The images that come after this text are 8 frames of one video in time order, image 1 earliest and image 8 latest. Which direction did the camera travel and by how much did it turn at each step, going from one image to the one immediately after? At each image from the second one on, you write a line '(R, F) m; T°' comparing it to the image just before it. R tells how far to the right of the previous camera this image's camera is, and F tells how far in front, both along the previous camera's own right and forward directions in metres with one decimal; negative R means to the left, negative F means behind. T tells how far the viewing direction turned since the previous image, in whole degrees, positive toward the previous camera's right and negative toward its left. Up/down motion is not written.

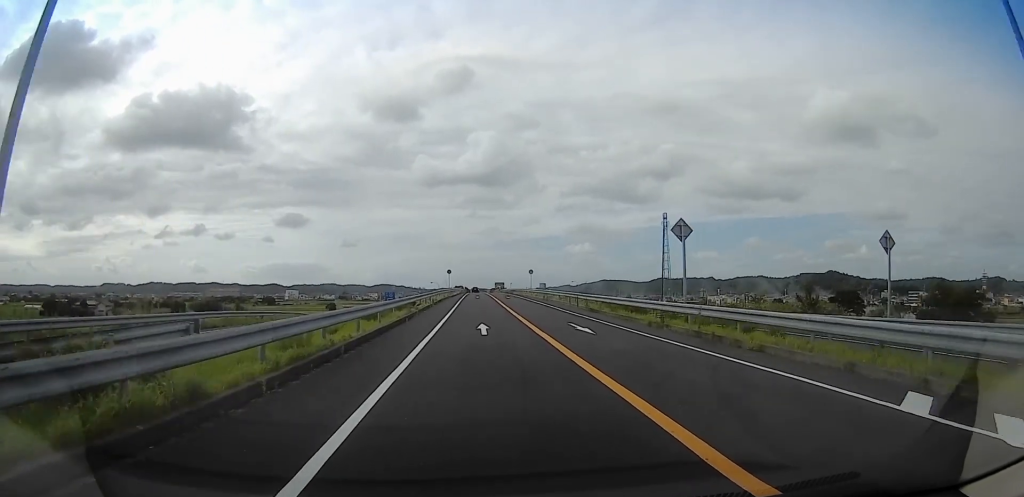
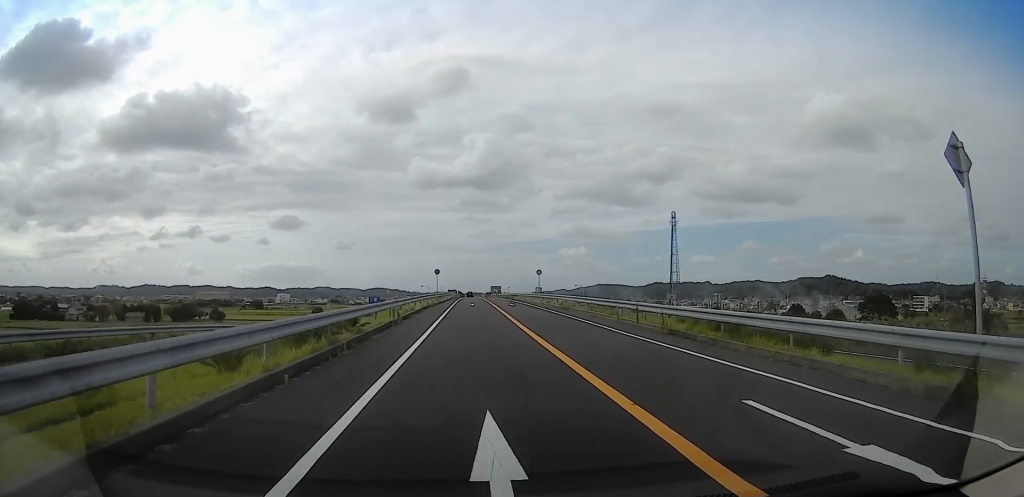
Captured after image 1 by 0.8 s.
(-0.7, +14.9) m; 0°
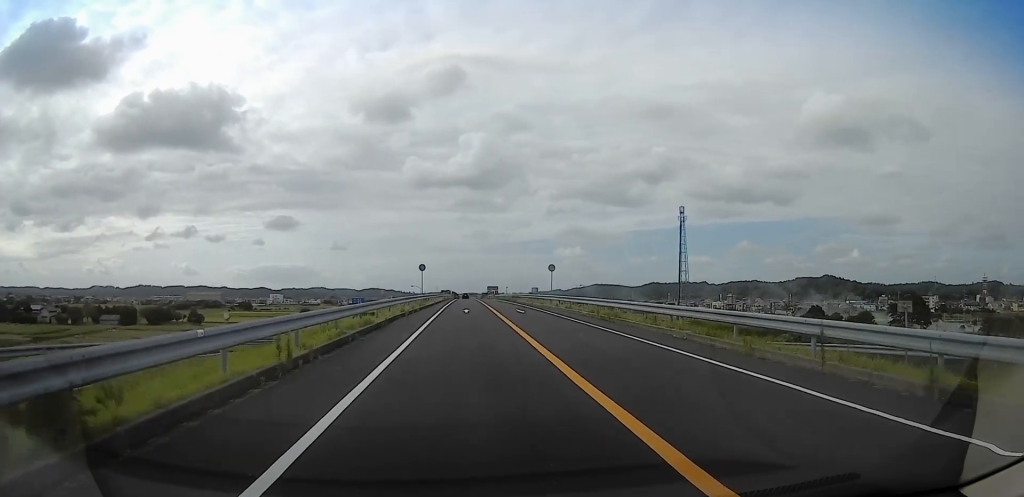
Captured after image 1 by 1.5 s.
(+0.1, +13.2) m; +1°
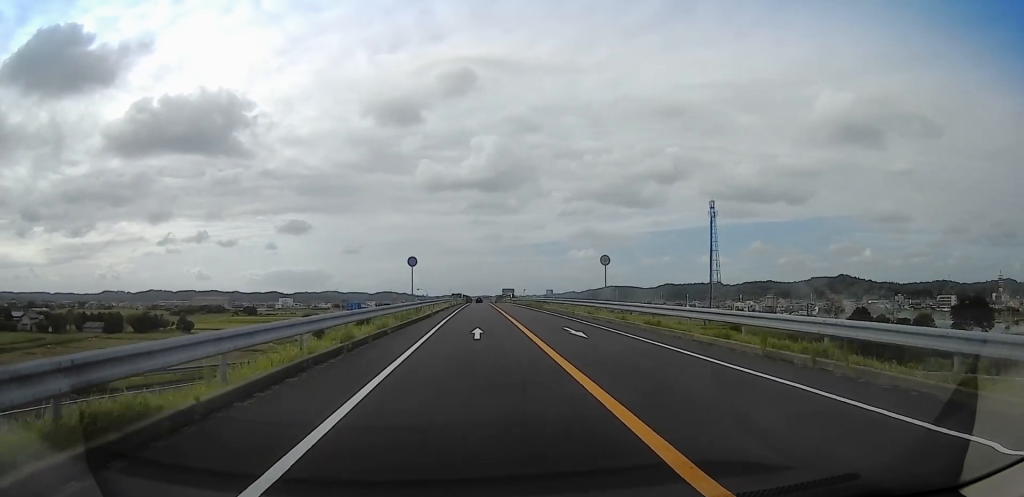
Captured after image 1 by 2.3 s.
(+0.5, +15.8) m; +2°
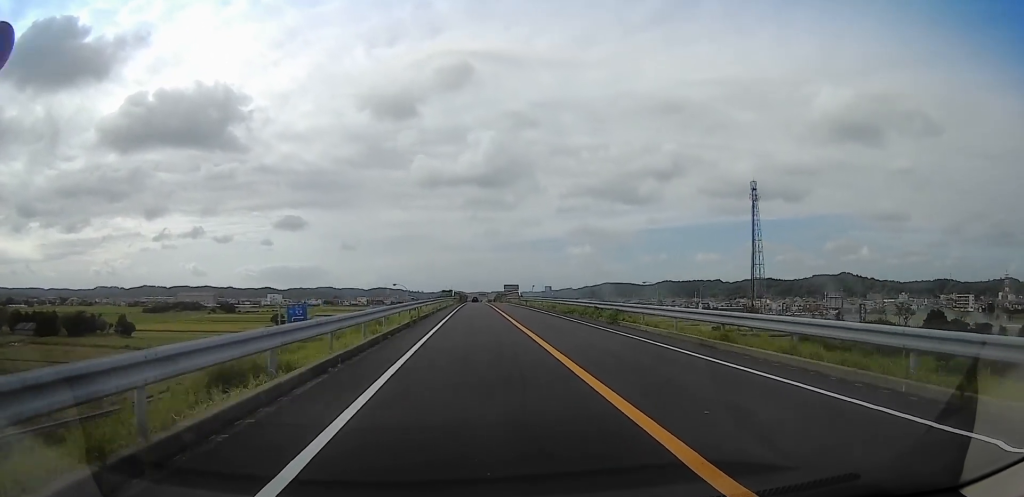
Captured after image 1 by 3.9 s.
(0.0, +30.0) m; -2°
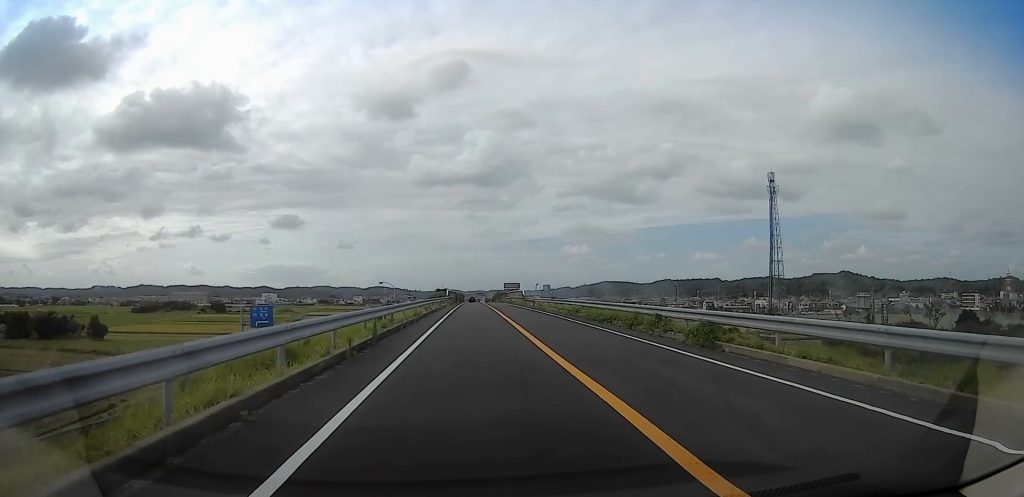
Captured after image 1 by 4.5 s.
(-0.3, +10.8) m; -1°
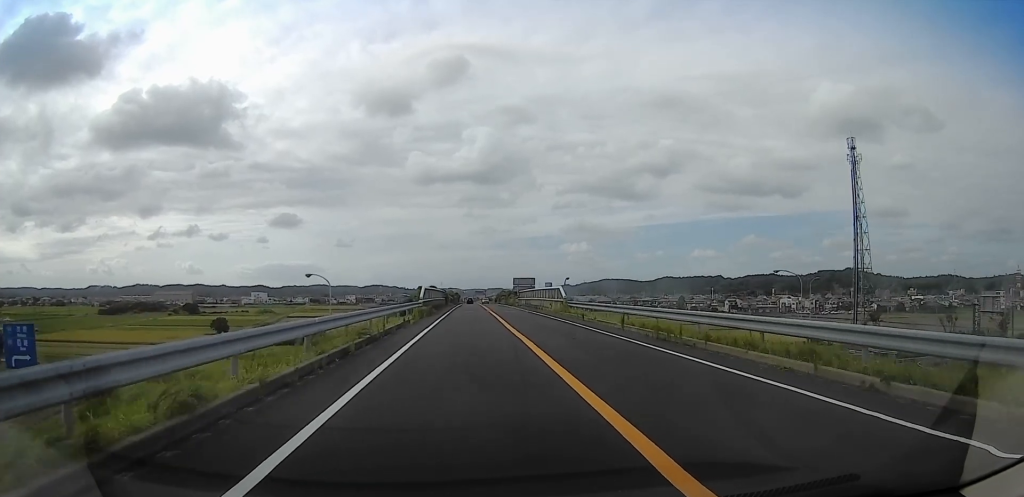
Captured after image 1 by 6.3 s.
(+0.4, +33.3) m; +3°
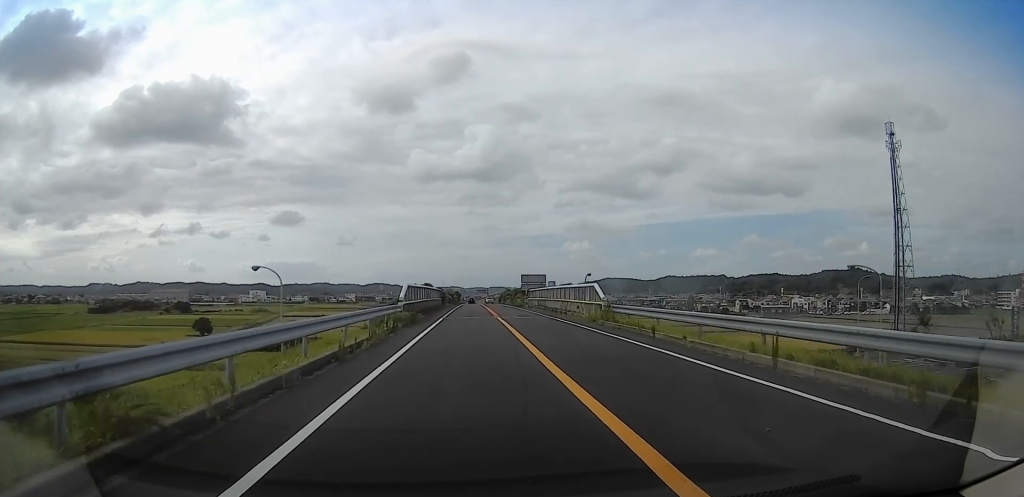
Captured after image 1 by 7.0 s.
(+0.1, +13.8) m; 0°
